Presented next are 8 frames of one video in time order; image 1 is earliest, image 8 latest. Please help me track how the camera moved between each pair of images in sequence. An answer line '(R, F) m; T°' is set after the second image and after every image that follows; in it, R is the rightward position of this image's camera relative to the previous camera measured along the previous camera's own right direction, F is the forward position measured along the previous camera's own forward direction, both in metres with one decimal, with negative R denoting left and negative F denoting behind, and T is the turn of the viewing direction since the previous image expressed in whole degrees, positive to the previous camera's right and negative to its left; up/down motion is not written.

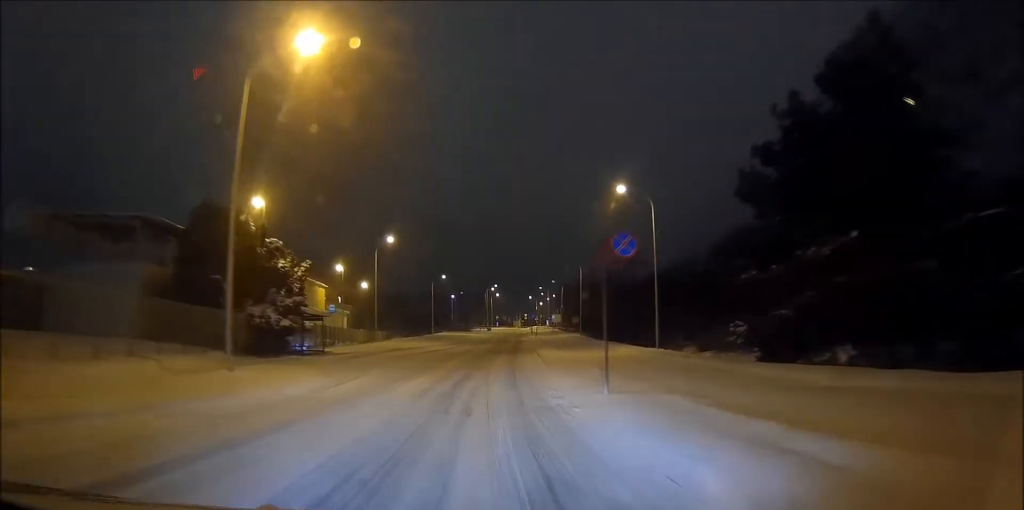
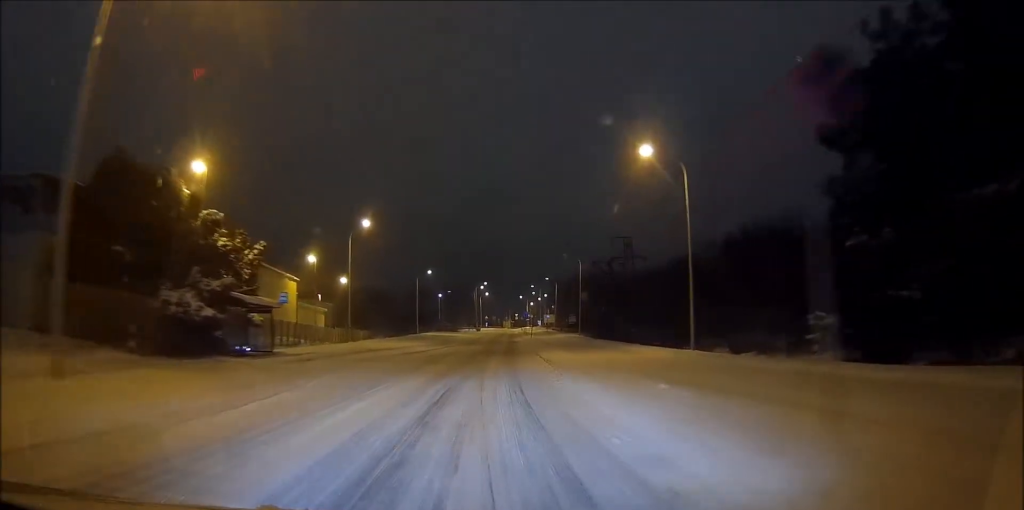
(+0.1, +8.5) m; +1°
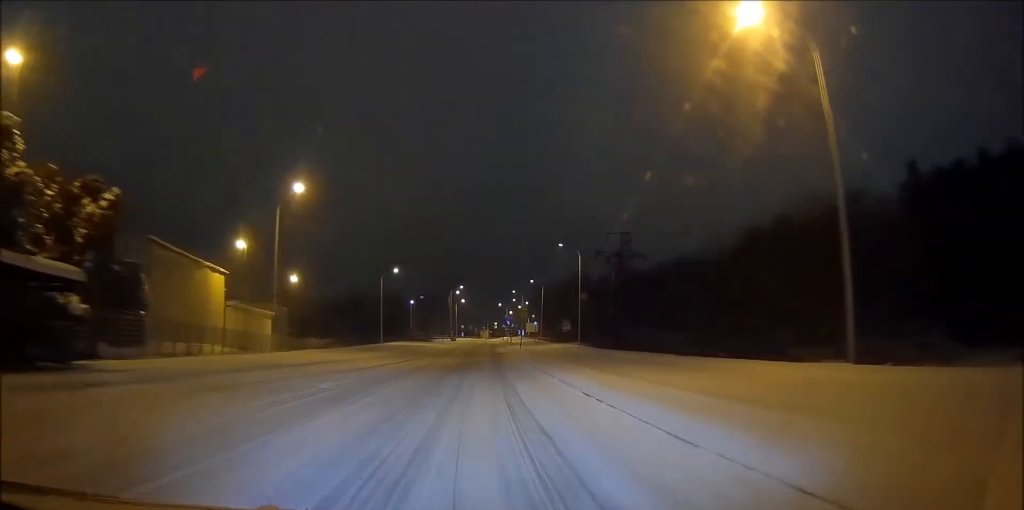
(+0.2, +16.1) m; +2°
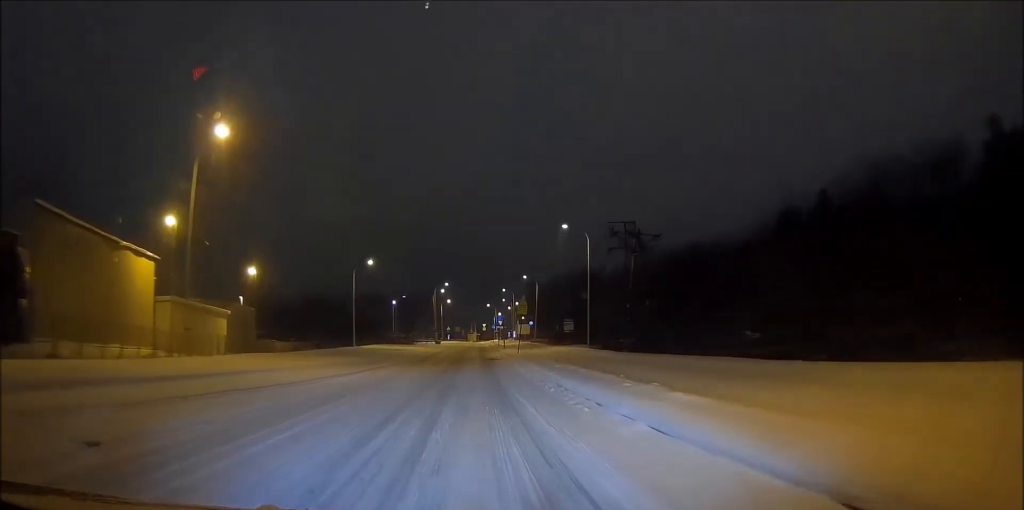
(+0.2, +12.3) m; +2°
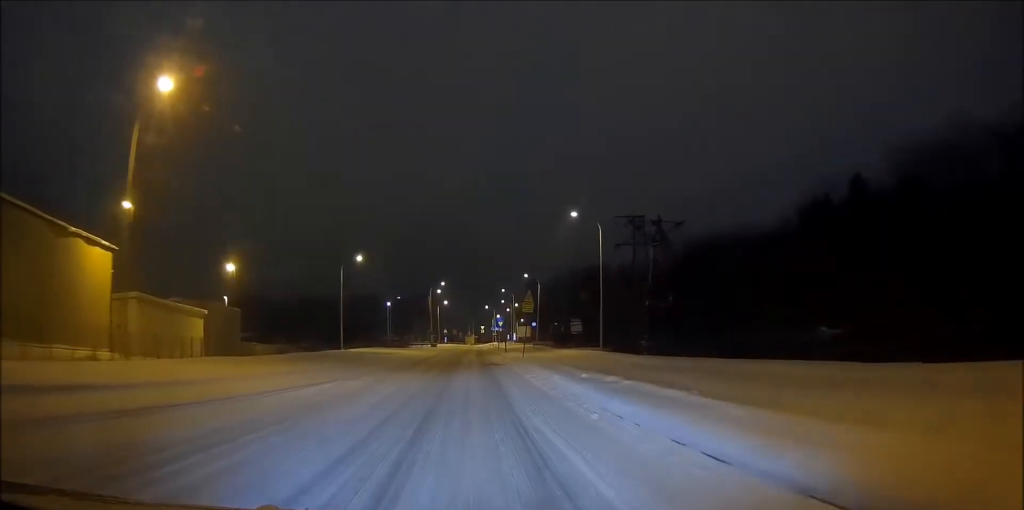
(+0.2, +6.5) m; +1°
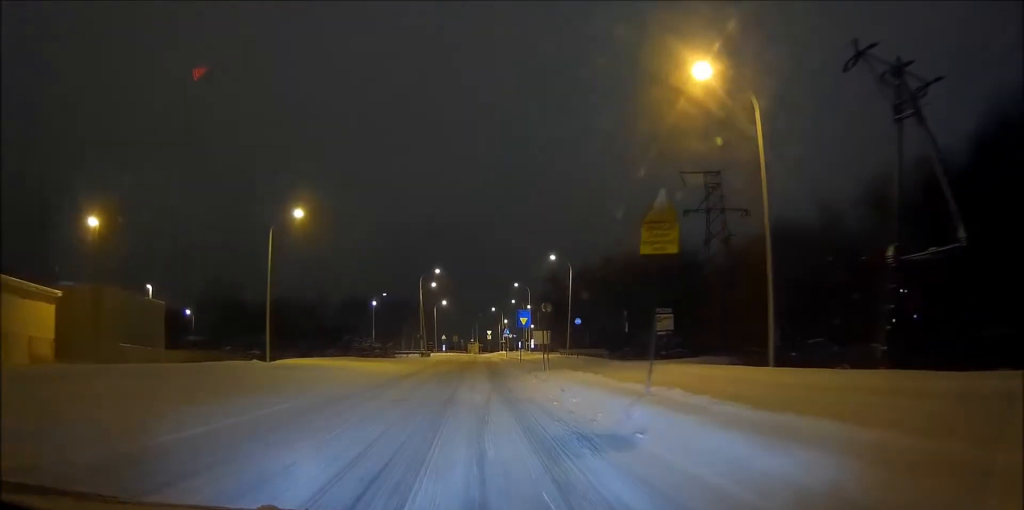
(+0.1, +29.8) m; 0°
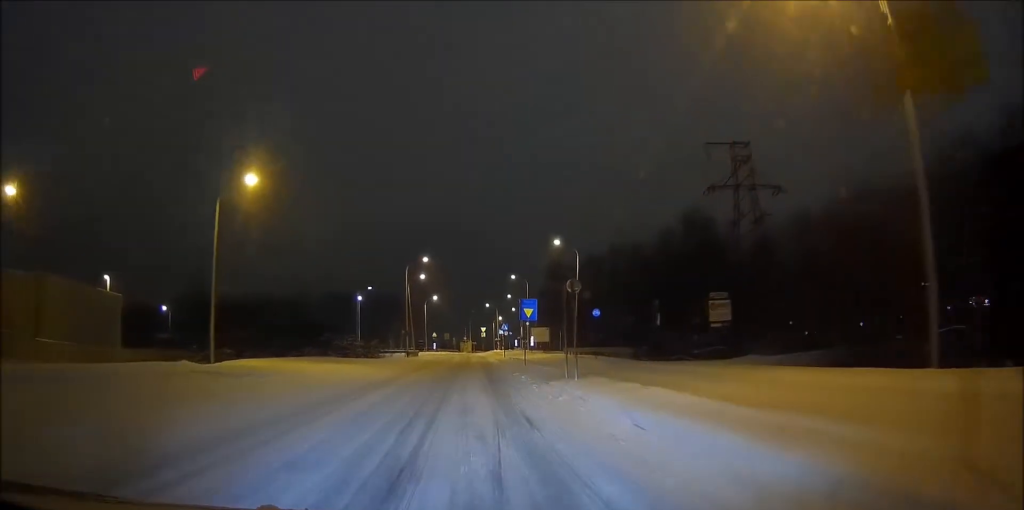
(0.0, +9.8) m; 0°
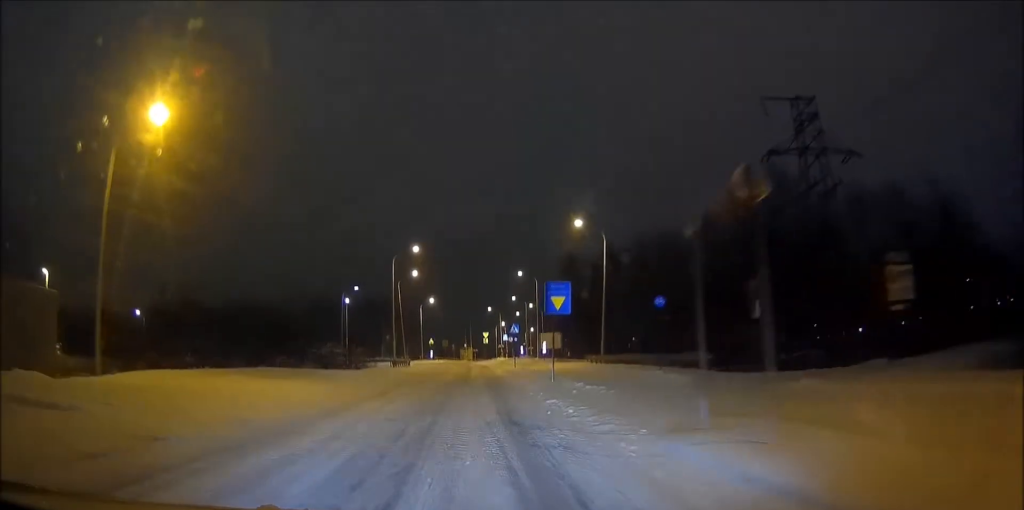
(0.0, +13.2) m; 0°
